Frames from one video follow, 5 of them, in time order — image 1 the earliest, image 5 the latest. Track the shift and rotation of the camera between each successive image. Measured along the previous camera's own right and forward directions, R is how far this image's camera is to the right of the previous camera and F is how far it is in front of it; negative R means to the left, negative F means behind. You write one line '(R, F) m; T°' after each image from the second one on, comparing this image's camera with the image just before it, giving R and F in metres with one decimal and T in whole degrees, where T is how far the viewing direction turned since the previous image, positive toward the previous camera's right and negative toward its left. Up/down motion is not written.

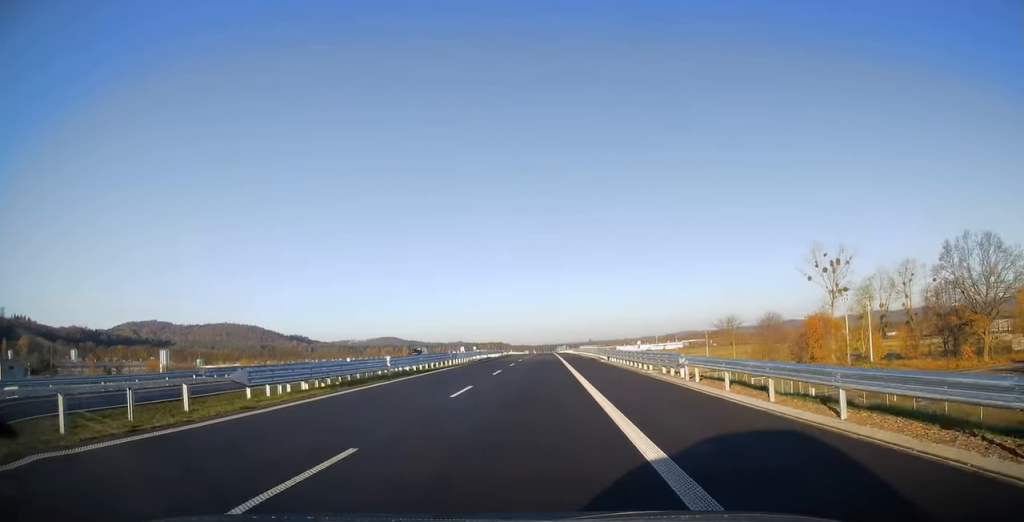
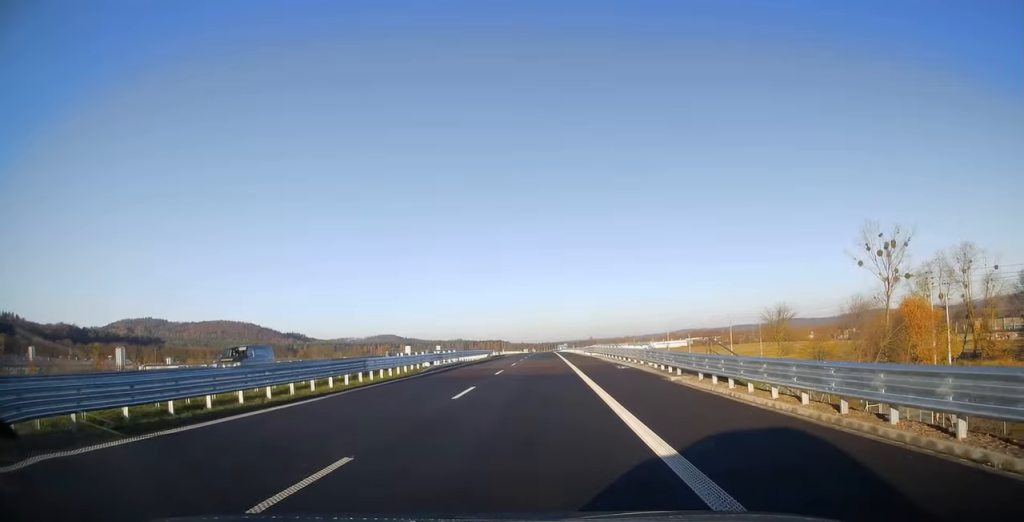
(0.0, +24.7) m; 0°
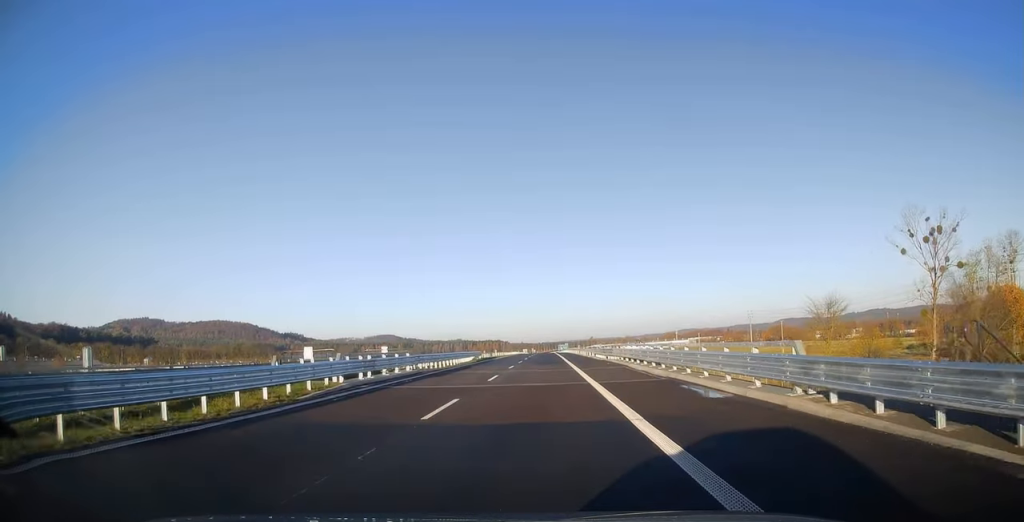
(0.0, +16.1) m; 0°
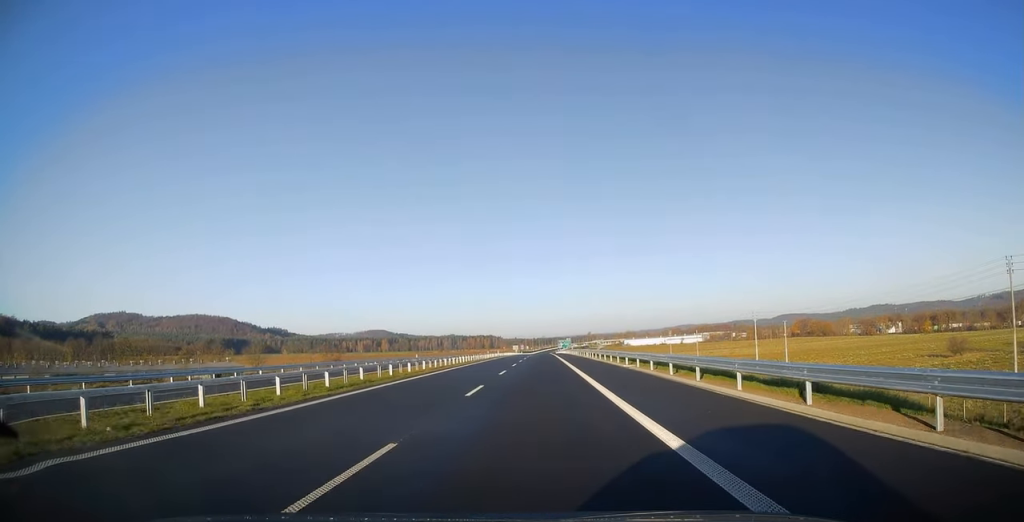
(0.0, +90.3) m; 0°
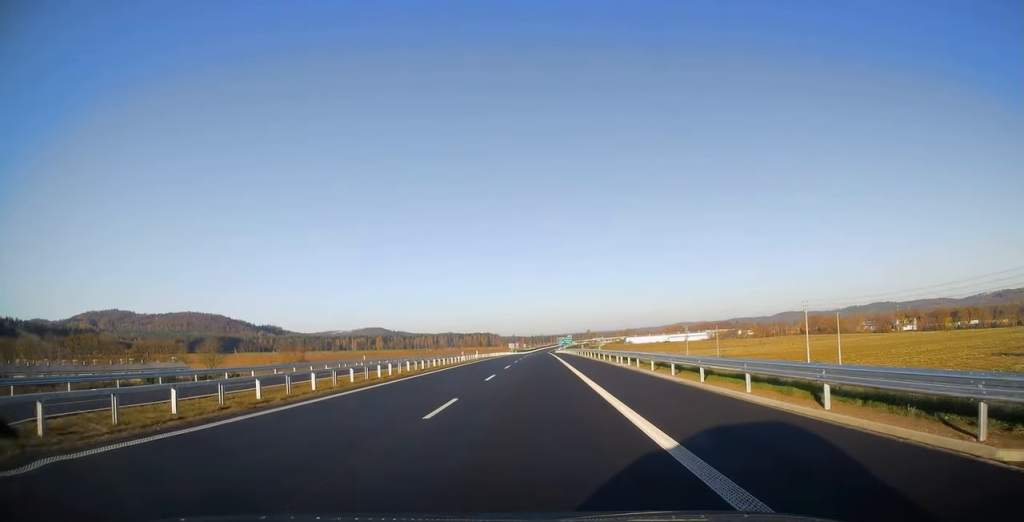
(0.0, +29.0) m; 0°
